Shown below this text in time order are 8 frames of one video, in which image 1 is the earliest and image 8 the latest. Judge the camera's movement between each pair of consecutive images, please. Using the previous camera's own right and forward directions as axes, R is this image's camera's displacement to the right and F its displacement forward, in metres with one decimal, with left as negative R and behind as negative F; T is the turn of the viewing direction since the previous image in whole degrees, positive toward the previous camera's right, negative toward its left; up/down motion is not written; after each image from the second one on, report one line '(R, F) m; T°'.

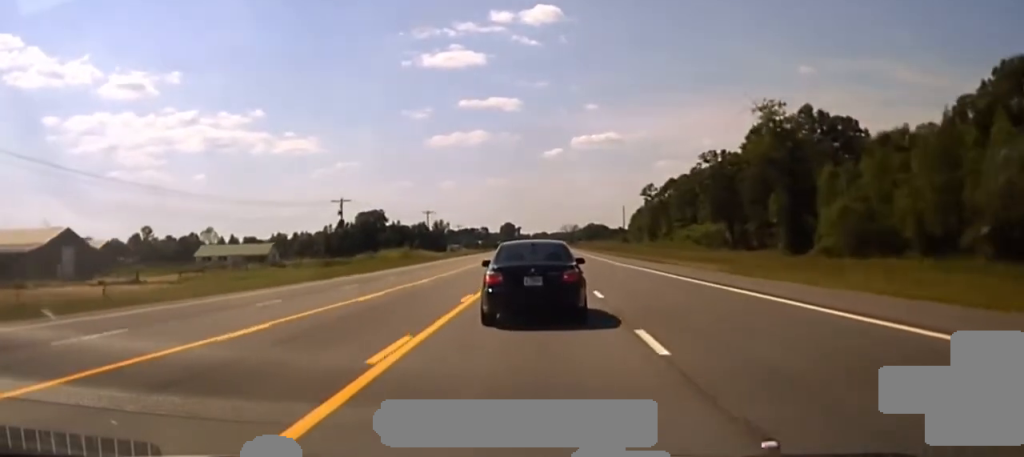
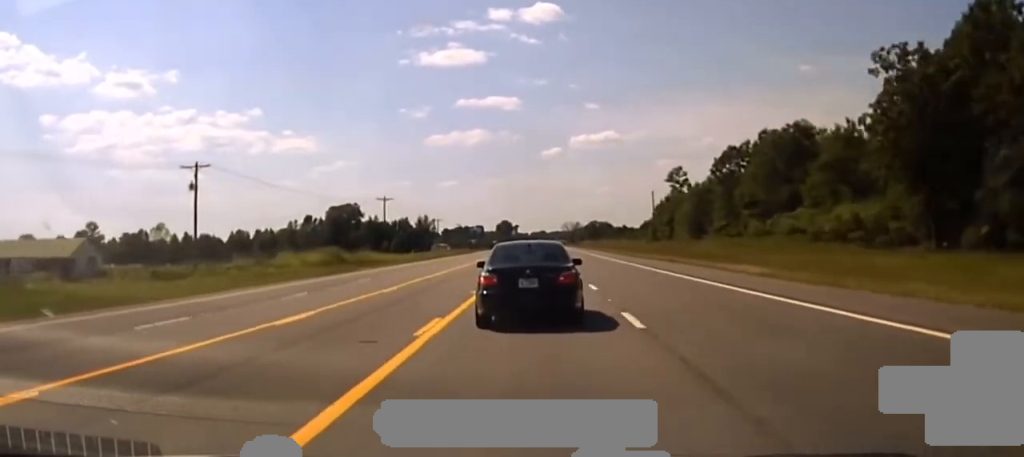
(0.0, +49.7) m; 0°
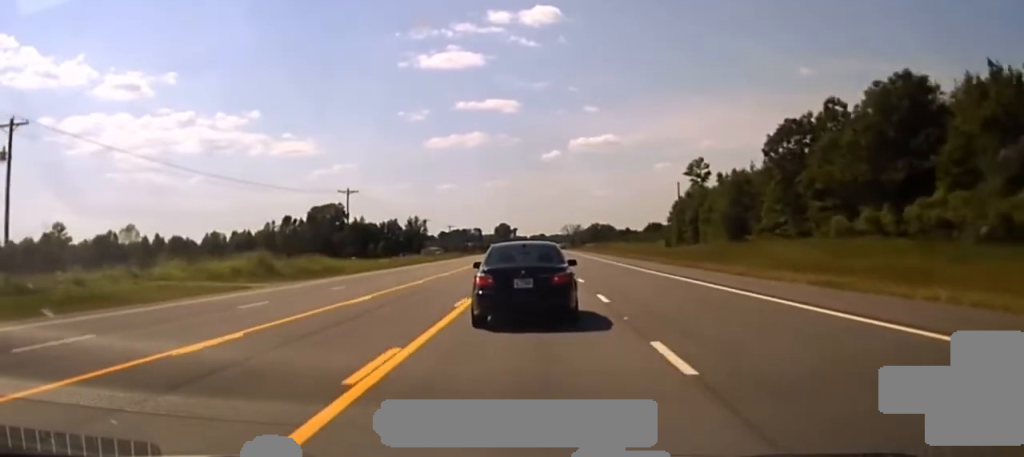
(+0.1, +27.5) m; 0°
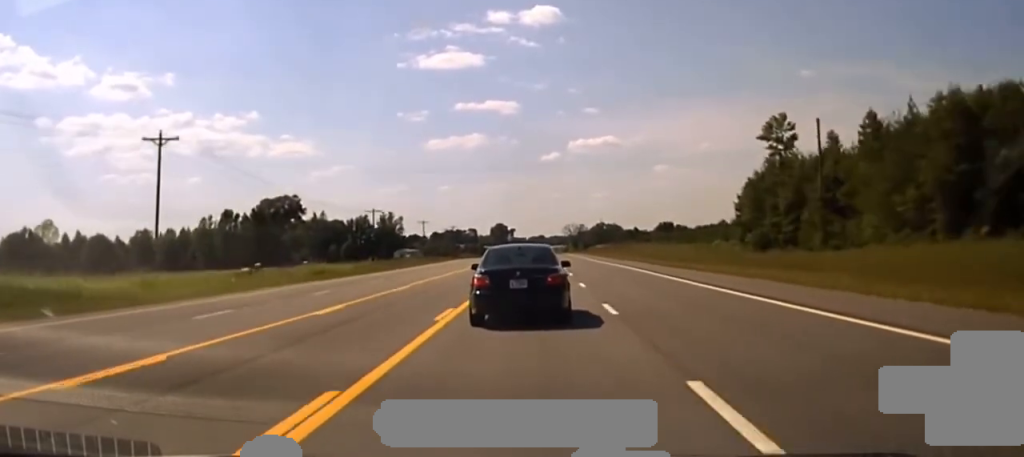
(-0.2, +69.0) m; 0°
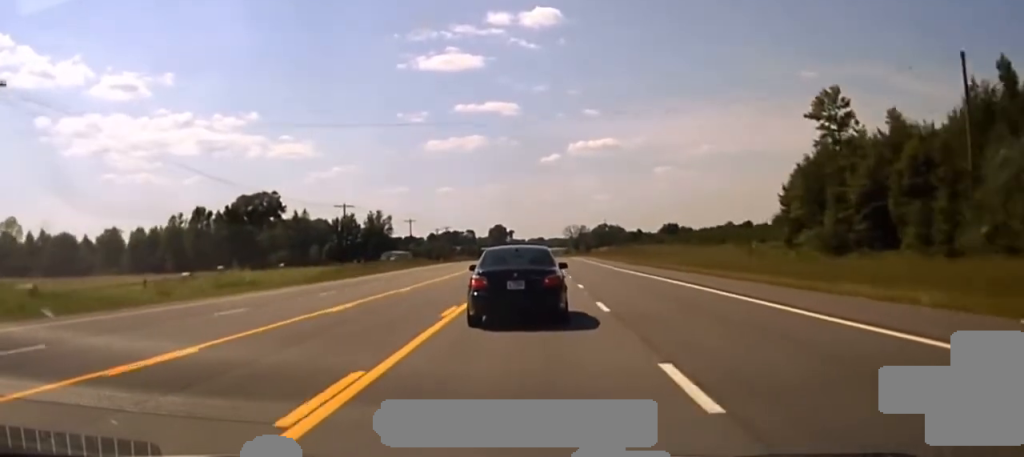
(0.0, +26.5) m; 0°
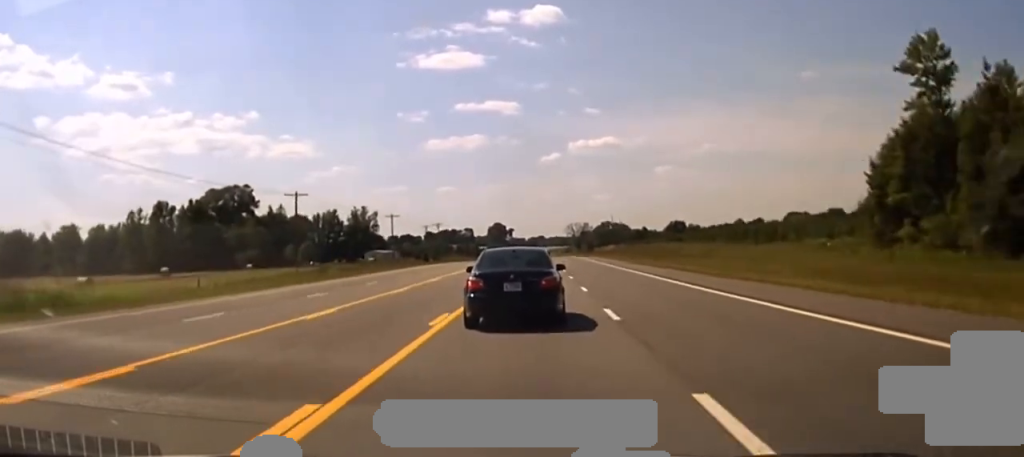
(+0.2, +28.8) m; 0°
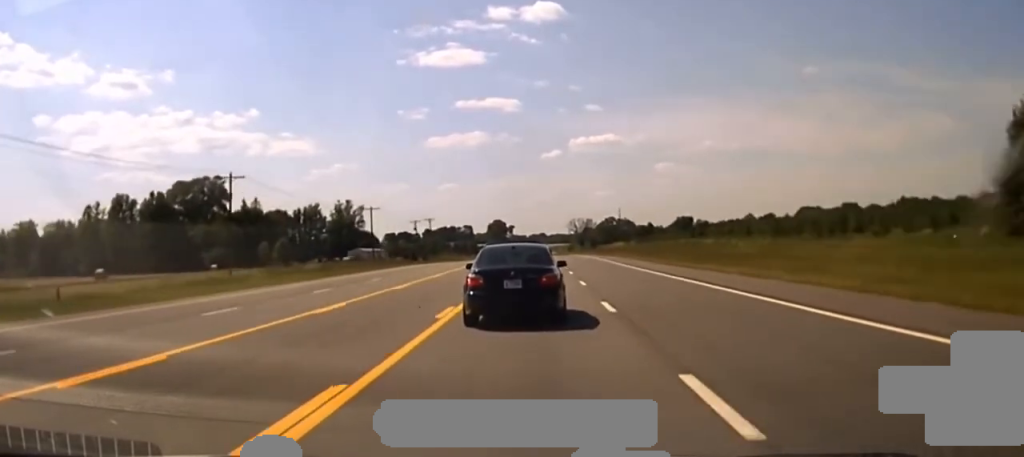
(-0.1, +23.6) m; 0°
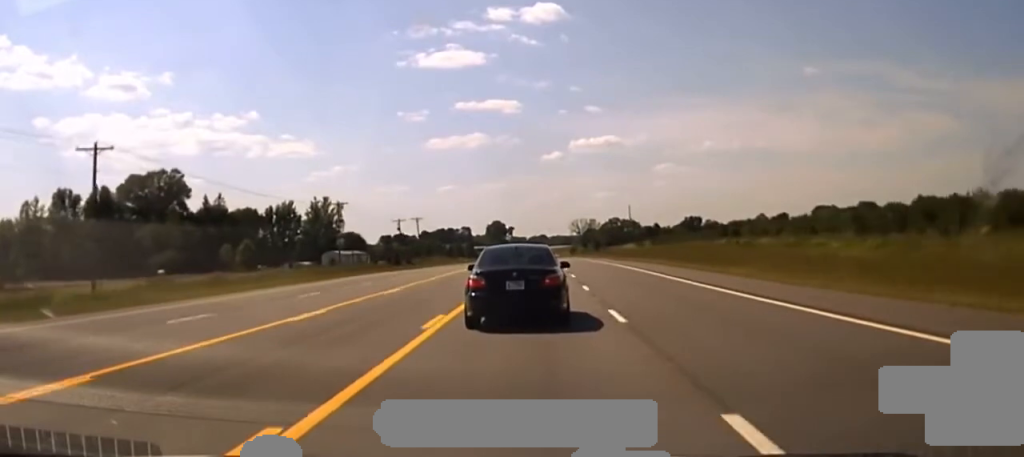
(0.0, +26.0) m; 0°
